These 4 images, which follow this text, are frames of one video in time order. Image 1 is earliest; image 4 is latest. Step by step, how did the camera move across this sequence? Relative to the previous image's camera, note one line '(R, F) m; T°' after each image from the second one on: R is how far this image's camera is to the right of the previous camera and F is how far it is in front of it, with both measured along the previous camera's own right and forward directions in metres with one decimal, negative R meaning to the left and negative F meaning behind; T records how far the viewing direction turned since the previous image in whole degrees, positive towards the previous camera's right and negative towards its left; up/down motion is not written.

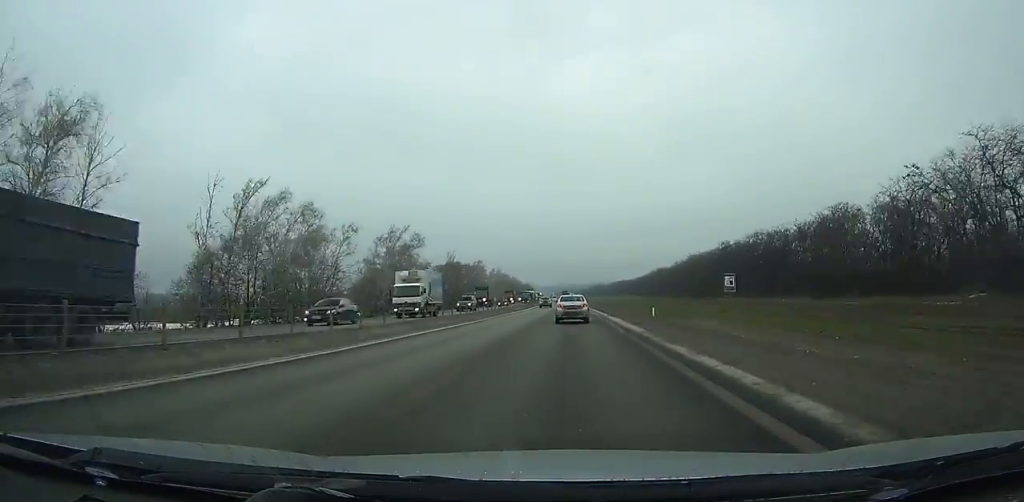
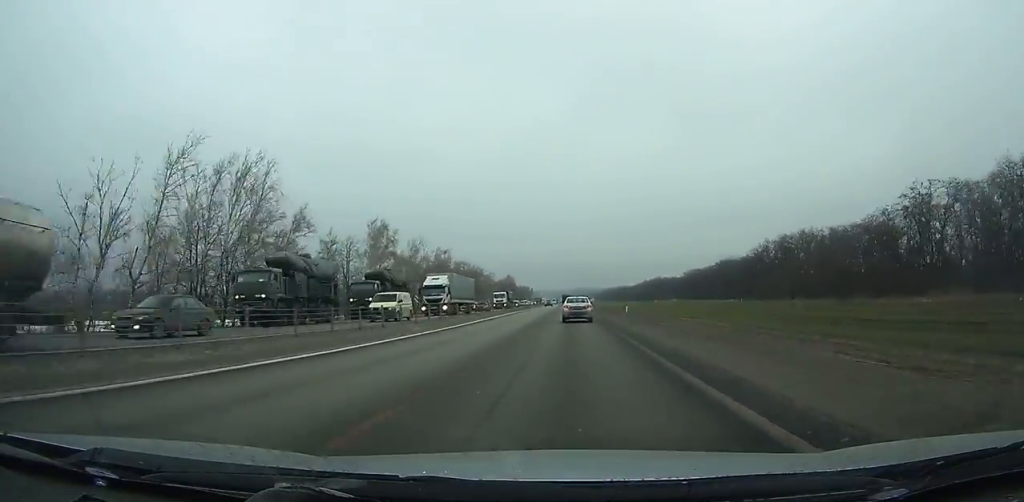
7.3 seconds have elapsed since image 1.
(-2.2, +182.3) m; -1°
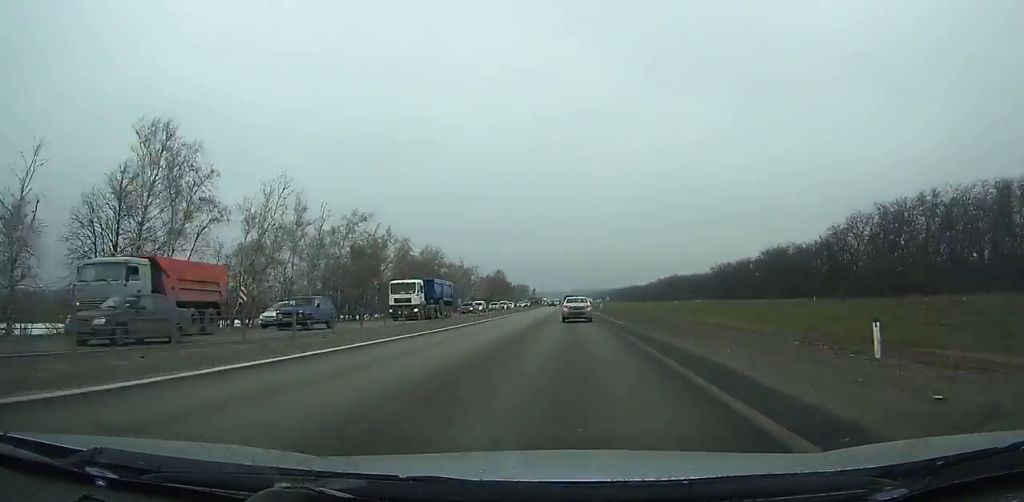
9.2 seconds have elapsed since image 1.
(-0.1, +47.9) m; 0°
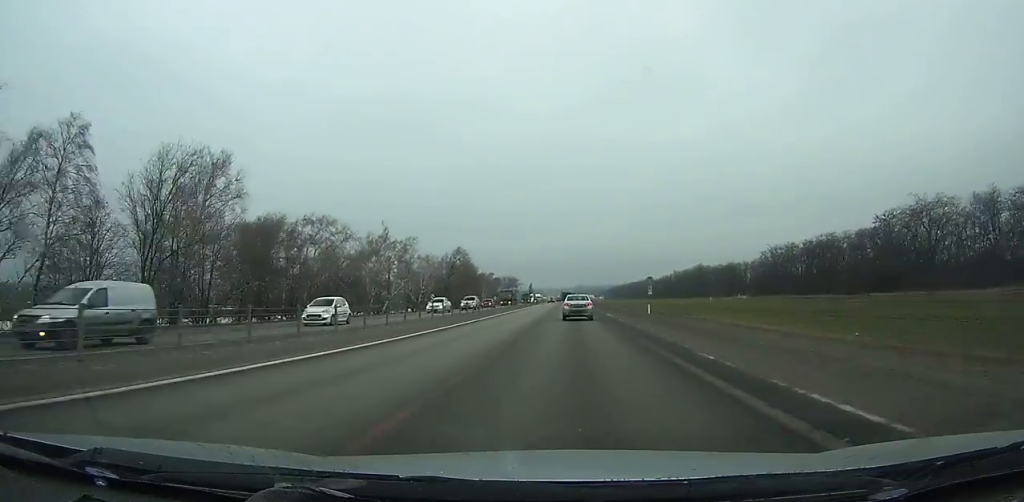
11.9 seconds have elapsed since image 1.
(-0.1, +68.4) m; 0°
